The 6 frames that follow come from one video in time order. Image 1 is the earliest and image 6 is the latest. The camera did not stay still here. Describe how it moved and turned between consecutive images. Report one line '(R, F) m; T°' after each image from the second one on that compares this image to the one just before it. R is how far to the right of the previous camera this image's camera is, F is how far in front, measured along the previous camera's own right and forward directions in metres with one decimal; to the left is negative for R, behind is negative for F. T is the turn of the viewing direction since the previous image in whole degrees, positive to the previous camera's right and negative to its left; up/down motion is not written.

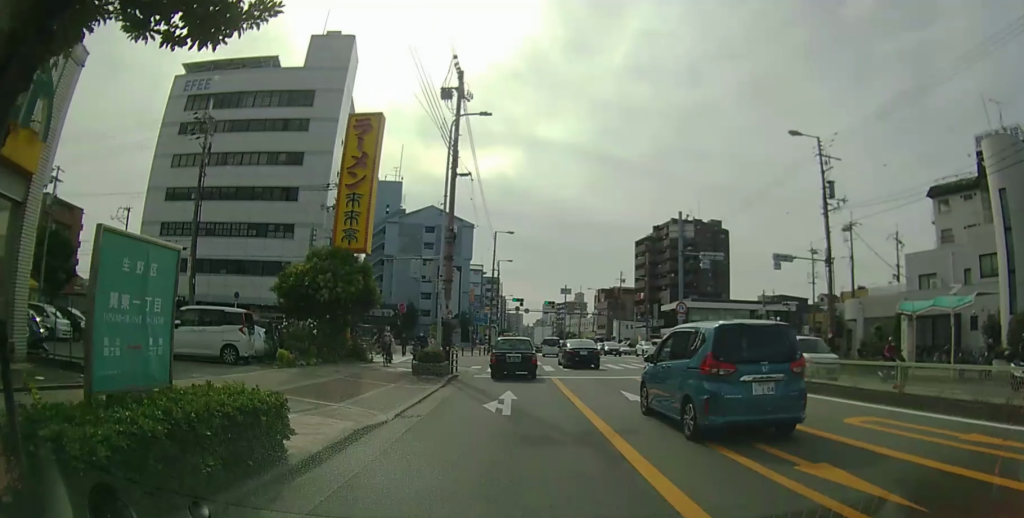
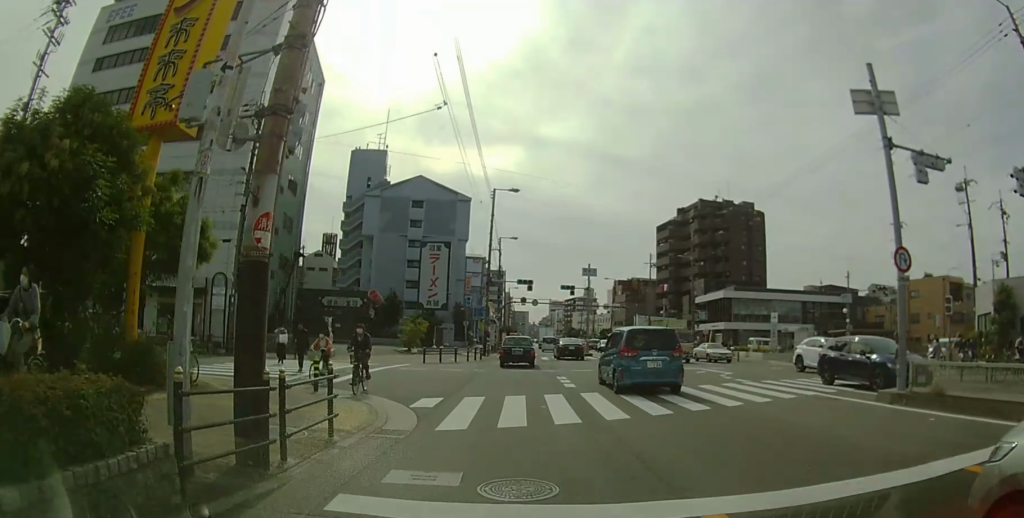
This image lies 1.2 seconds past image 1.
(+0.2, +8.2) m; +2°
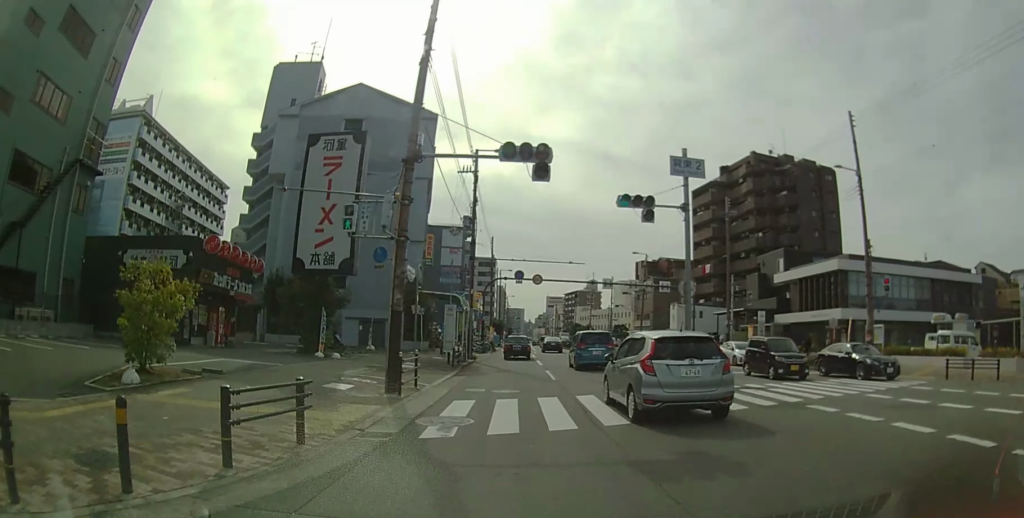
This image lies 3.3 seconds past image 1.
(0.0, +19.6) m; 0°
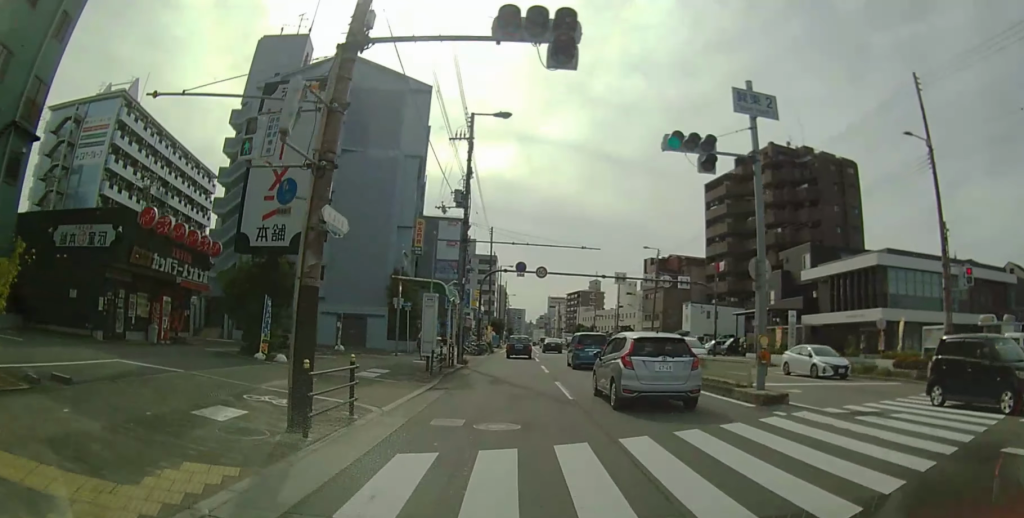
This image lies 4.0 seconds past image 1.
(0.0, +6.4) m; 0°
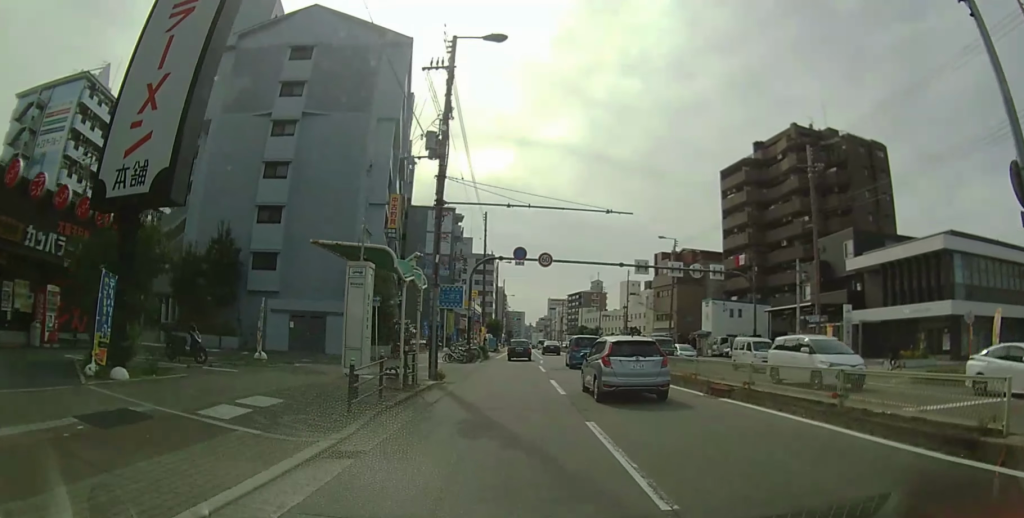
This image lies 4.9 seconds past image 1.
(0.0, +9.0) m; 0°
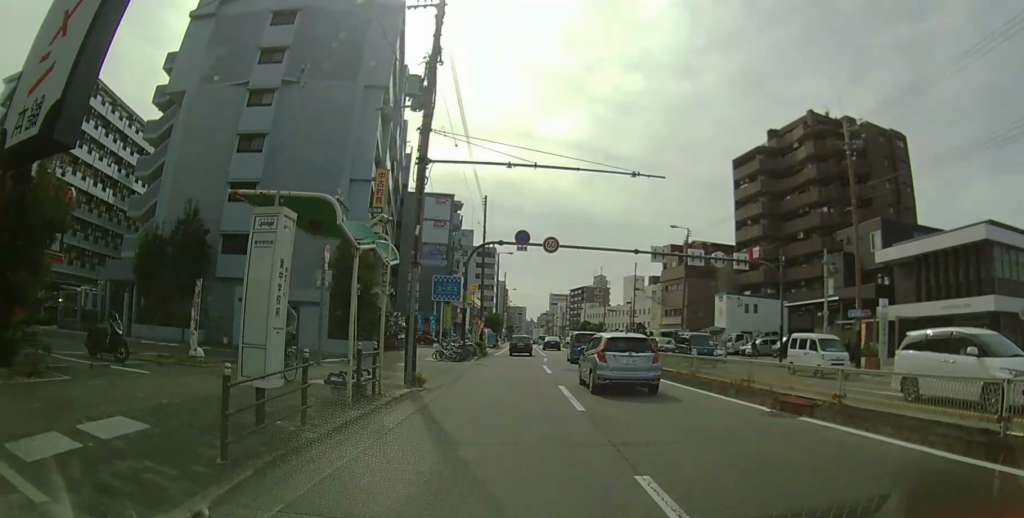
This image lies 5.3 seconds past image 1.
(0.0, +4.5) m; 0°
